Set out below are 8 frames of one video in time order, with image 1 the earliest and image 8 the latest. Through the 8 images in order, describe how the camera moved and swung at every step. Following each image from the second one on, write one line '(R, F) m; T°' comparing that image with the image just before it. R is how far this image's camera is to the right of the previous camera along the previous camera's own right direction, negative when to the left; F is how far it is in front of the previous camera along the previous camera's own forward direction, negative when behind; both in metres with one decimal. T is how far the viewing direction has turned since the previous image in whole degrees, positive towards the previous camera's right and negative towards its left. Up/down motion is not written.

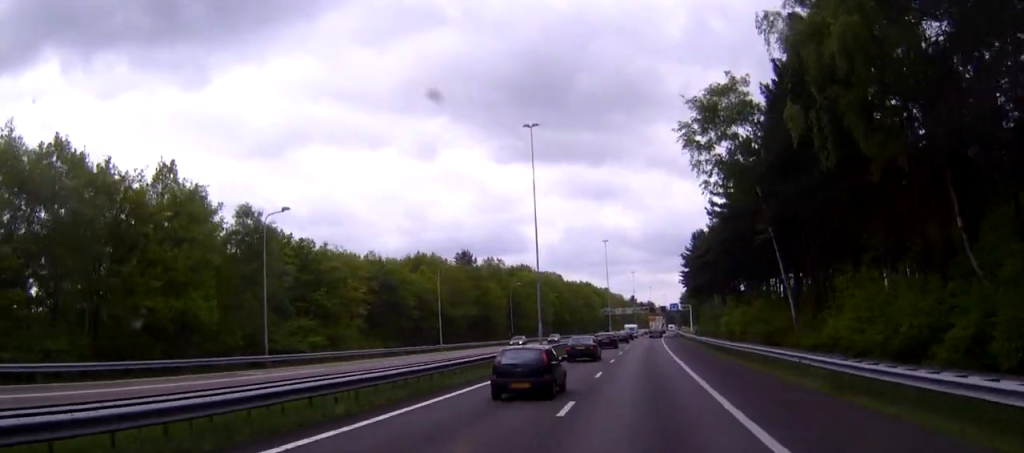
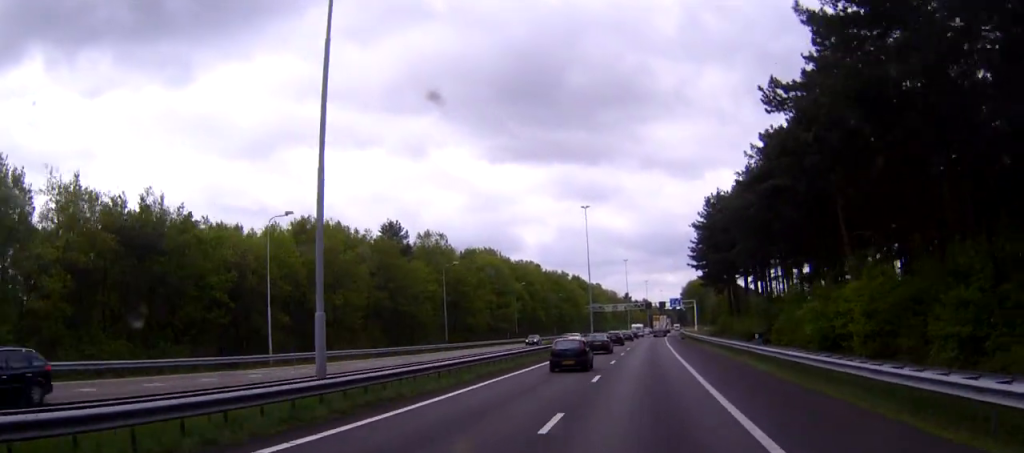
(+0.1, +39.5) m; +1°
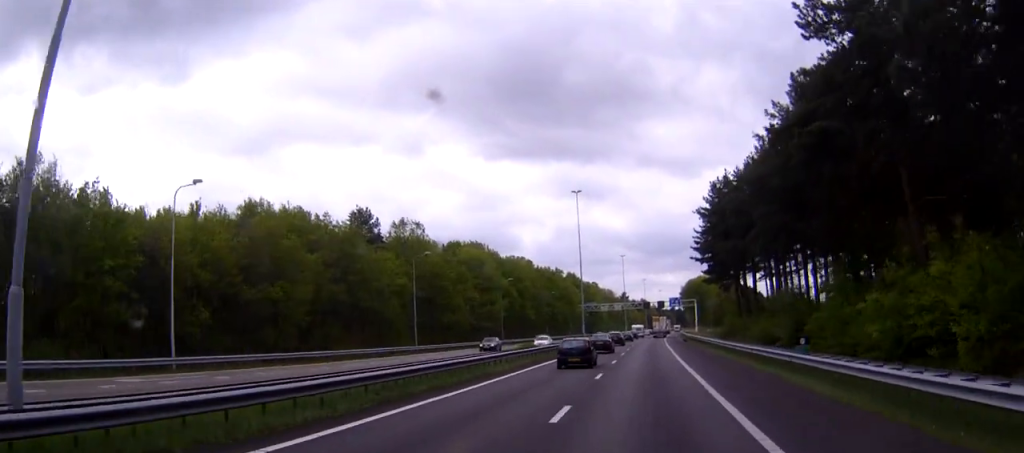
(0.0, +10.7) m; 0°
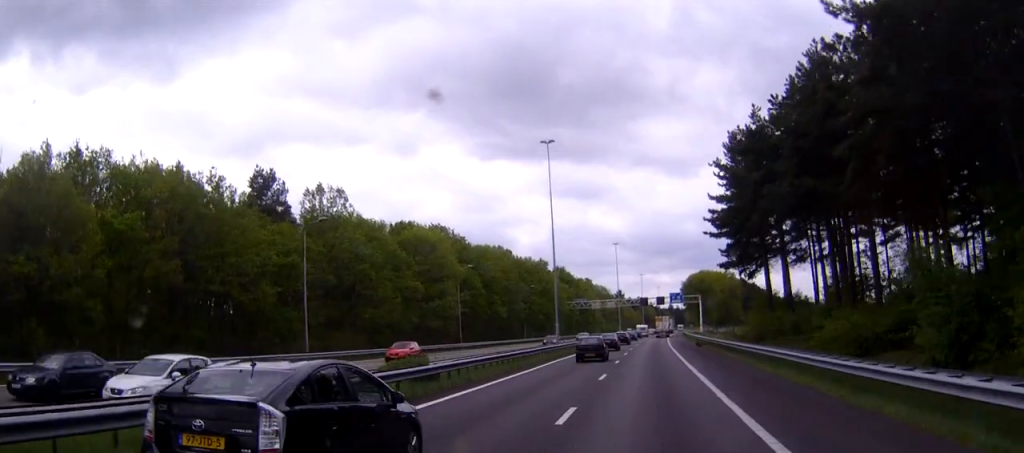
(+0.3, +24.4) m; +1°
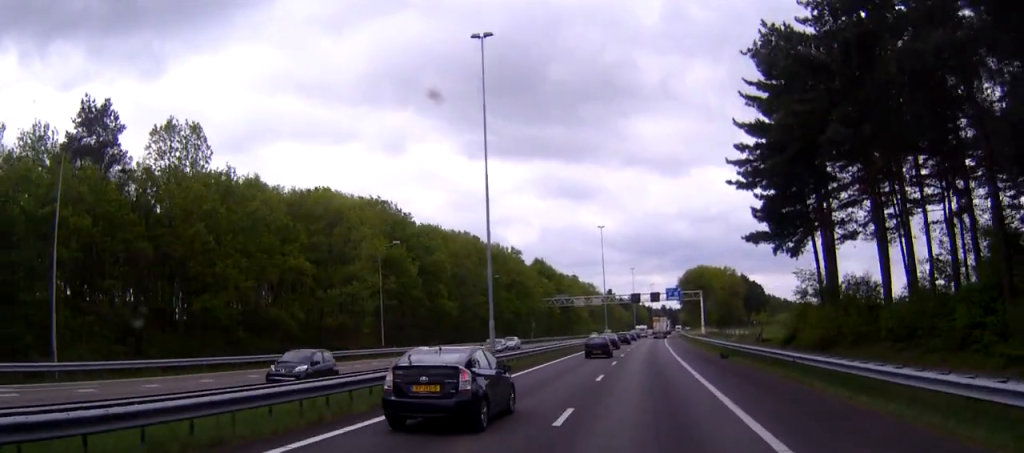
(0.0, +24.5) m; 0°
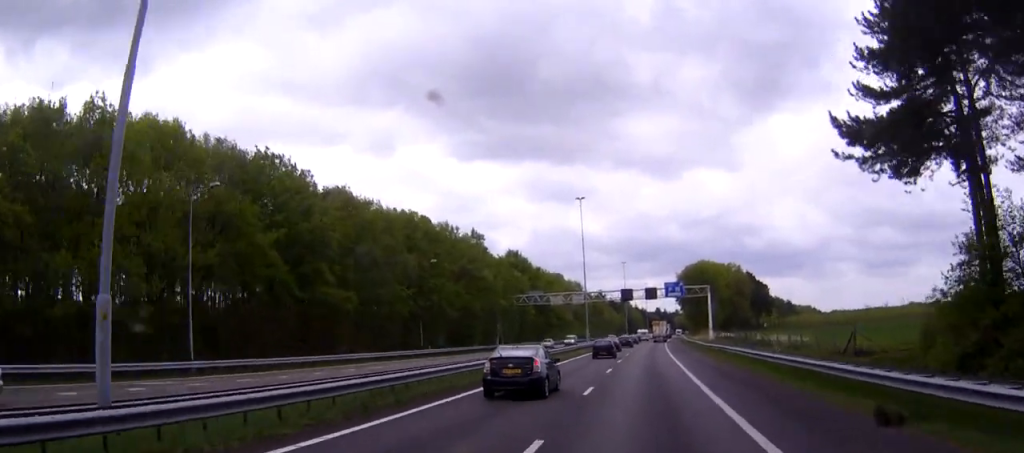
(-0.1, +28.9) m; +1°
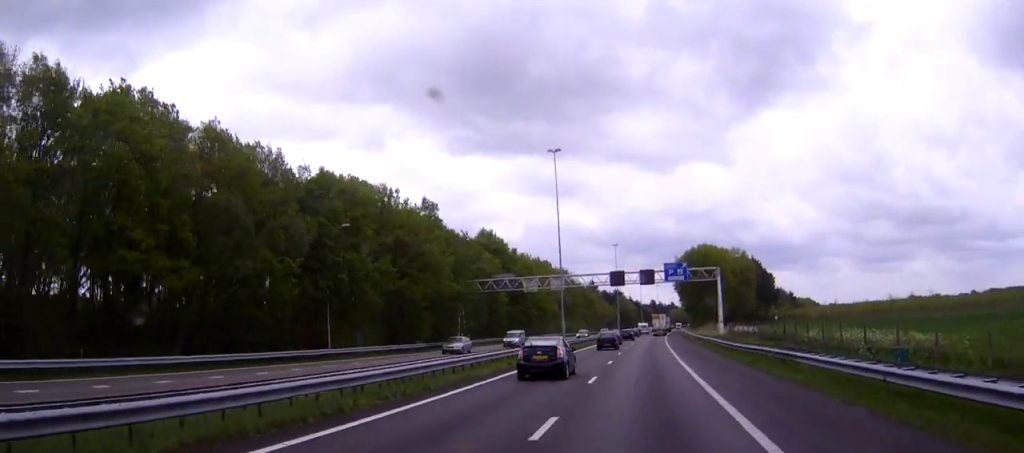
(+0.3, +22.1) m; 0°
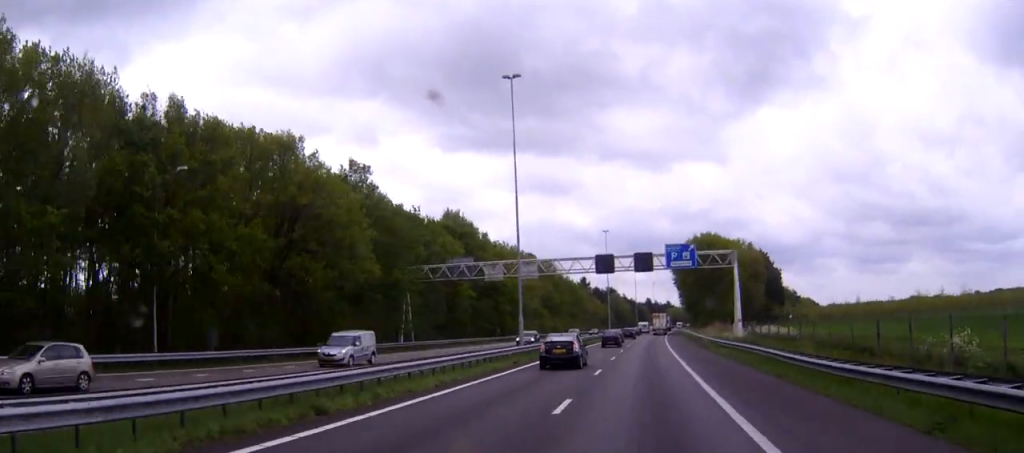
(-0.2, +21.2) m; 0°
